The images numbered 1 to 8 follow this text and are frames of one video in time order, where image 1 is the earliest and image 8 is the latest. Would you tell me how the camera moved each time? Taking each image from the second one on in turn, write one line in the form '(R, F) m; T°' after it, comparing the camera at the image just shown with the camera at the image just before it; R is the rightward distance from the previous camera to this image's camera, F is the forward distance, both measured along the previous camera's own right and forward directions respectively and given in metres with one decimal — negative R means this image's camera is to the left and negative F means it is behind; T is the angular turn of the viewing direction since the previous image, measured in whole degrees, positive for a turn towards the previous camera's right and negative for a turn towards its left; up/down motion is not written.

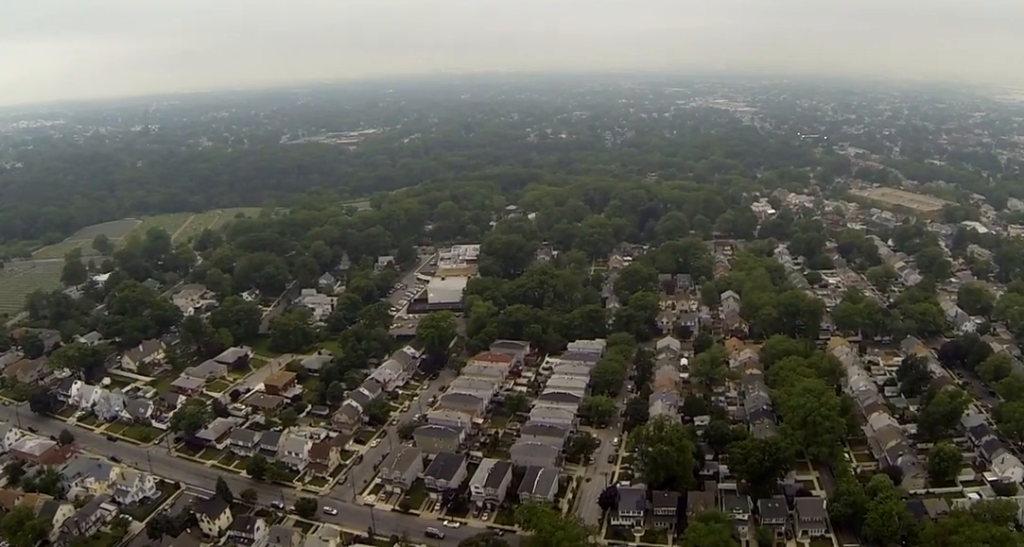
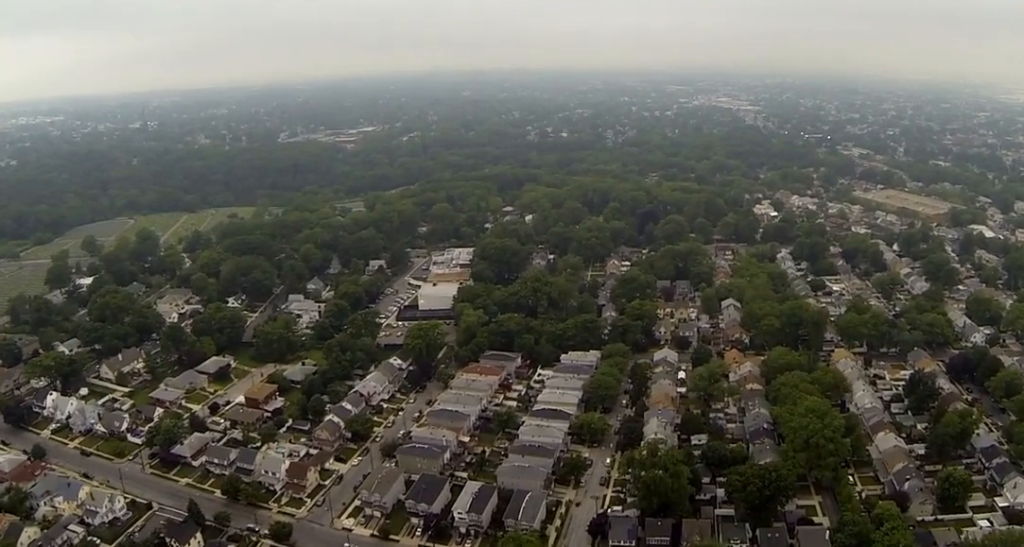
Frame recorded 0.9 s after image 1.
(0.0, +14.5) m; 0°
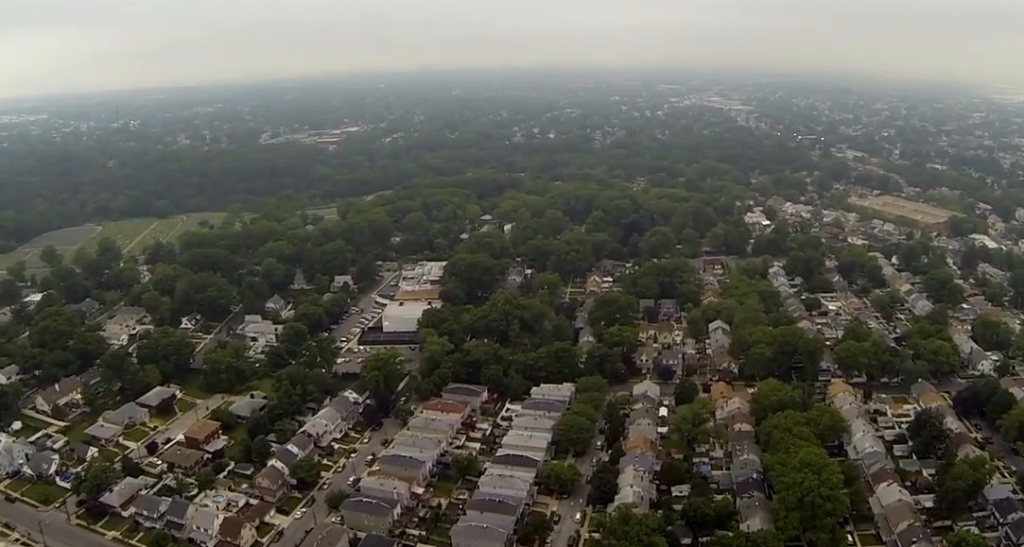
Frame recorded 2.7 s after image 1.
(+0.1, +31.2) m; 0°
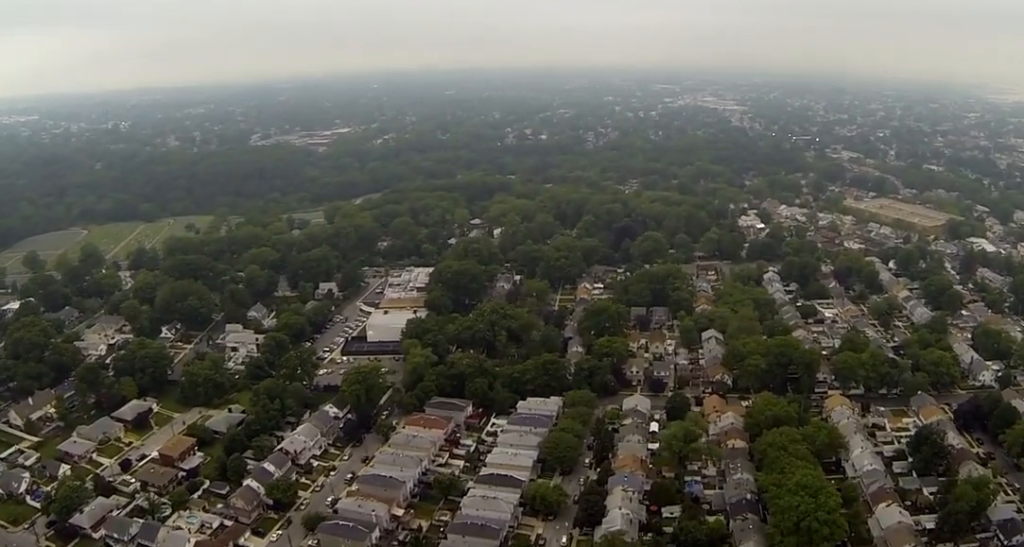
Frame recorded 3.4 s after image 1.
(0.0, +11.1) m; 0°
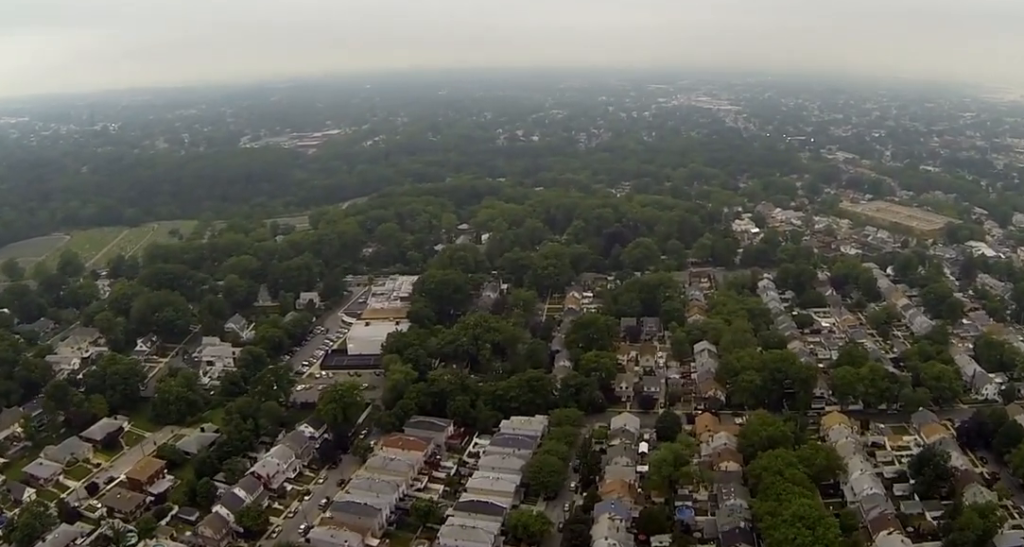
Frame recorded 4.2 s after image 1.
(0.0, +13.8) m; 0°
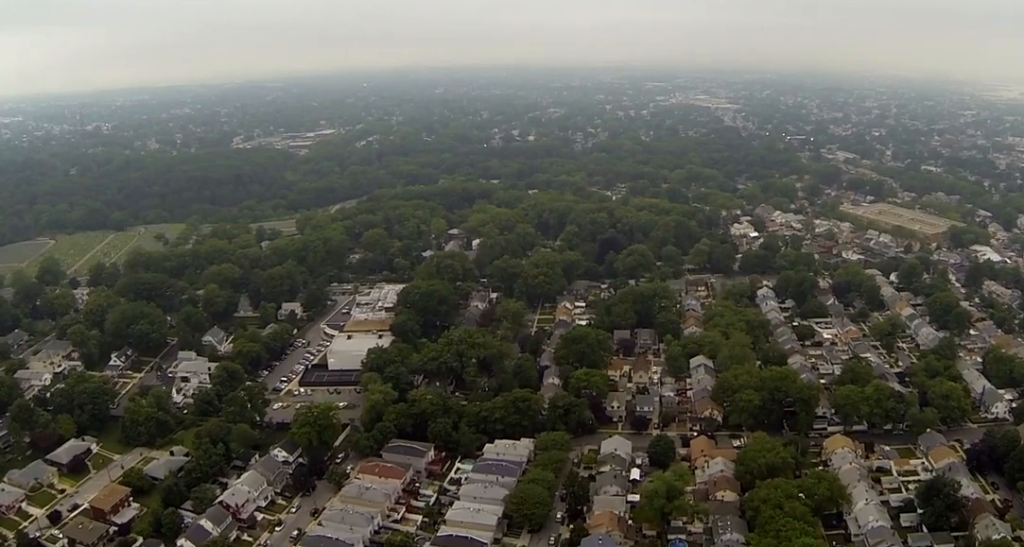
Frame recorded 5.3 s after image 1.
(0.0, +17.0) m; 0°
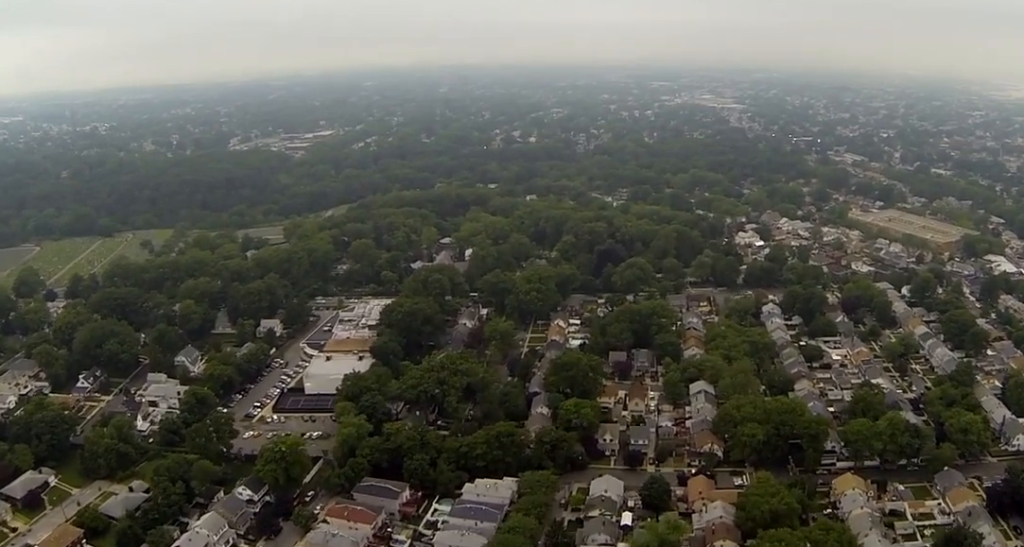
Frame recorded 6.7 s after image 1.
(0.0, +23.6) m; 0°
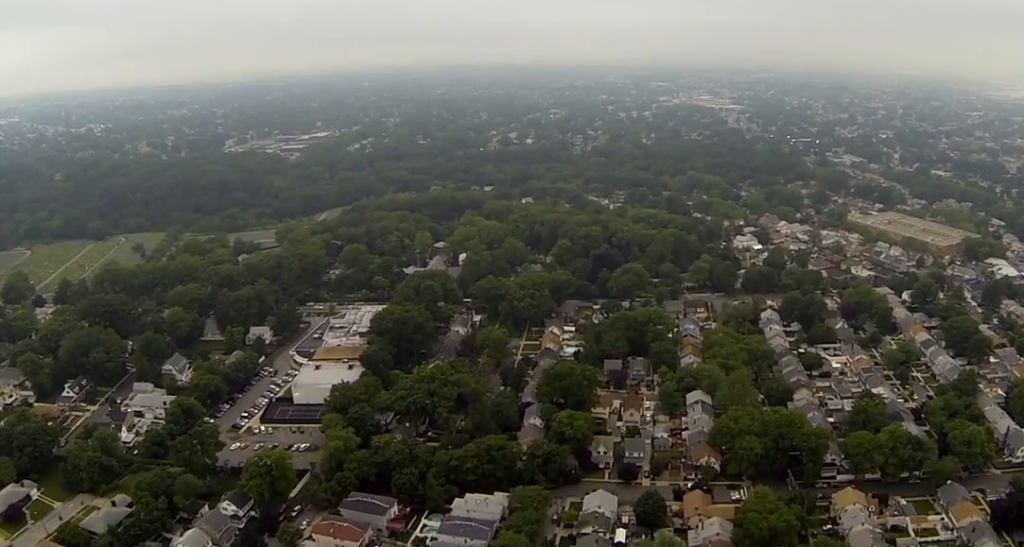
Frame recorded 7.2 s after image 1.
(0.0, +7.7) m; 0°
